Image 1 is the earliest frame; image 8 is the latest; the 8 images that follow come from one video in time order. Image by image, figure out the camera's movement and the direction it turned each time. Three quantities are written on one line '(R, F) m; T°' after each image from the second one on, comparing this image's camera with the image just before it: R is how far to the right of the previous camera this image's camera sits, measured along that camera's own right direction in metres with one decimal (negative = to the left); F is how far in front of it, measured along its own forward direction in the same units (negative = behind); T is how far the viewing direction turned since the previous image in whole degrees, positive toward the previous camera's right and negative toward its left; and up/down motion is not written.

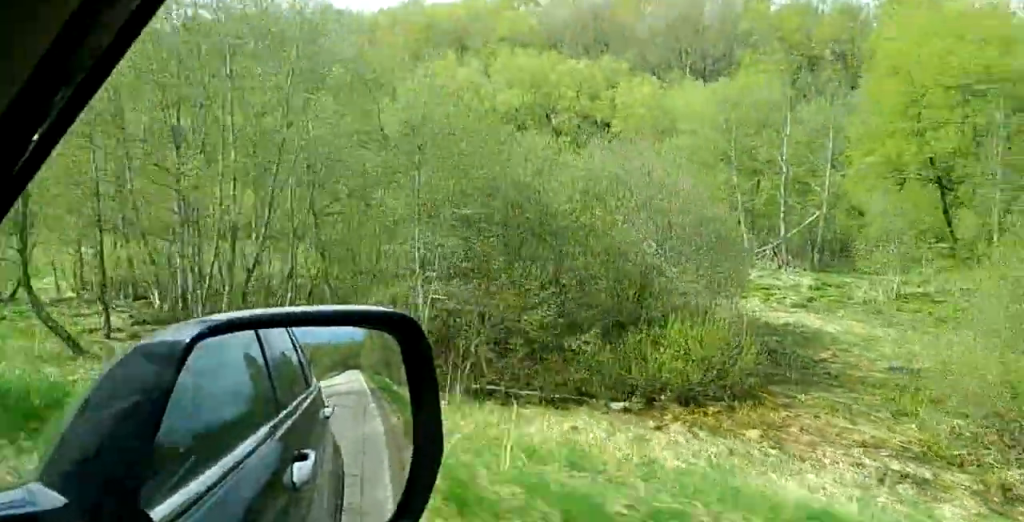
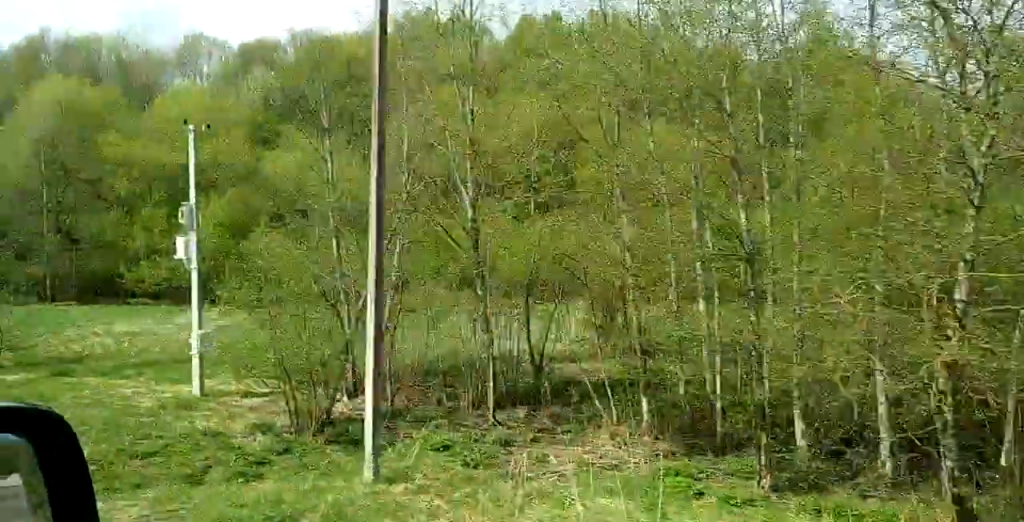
(+0.2, +25.7) m; +1°
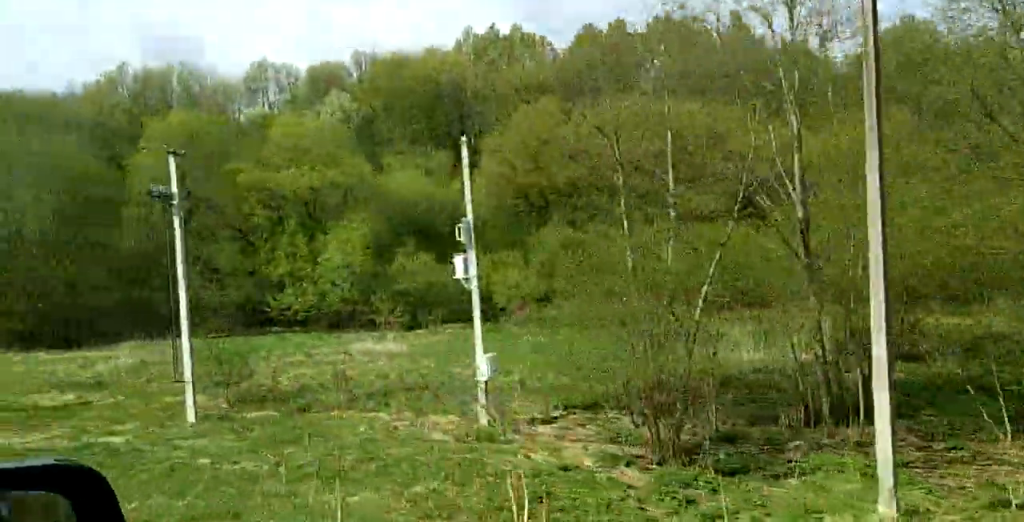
(-0.1, +8.3) m; 0°
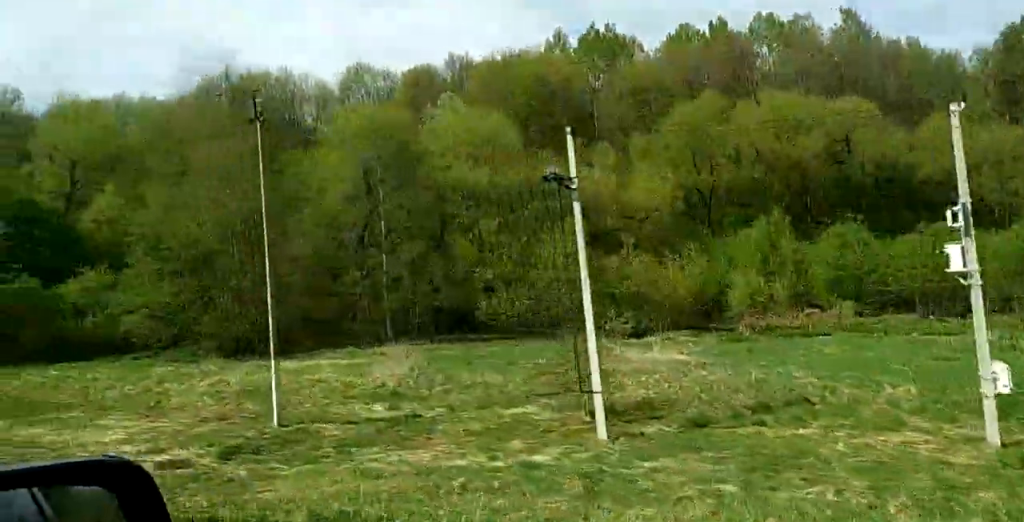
(+0.1, +12.2) m; 0°
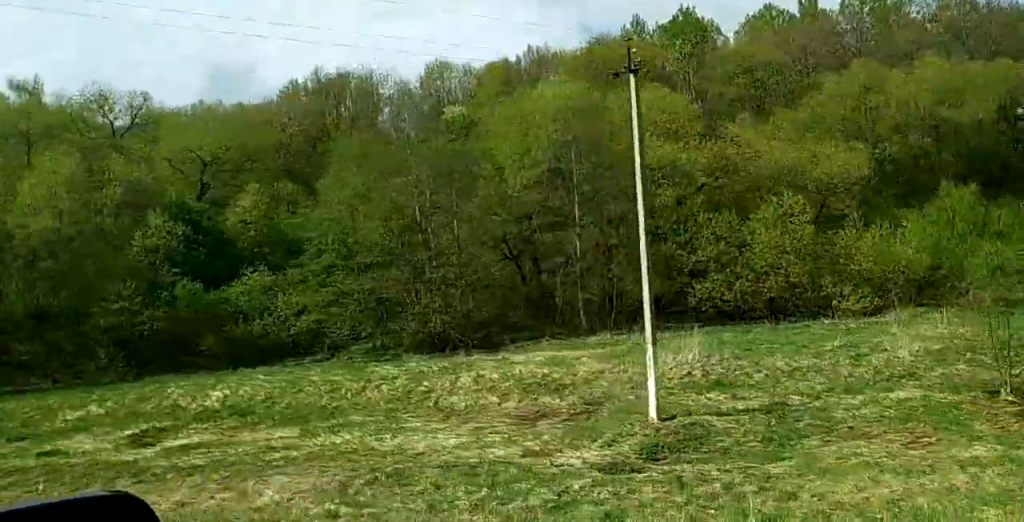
(+0.2, +11.3) m; 0°
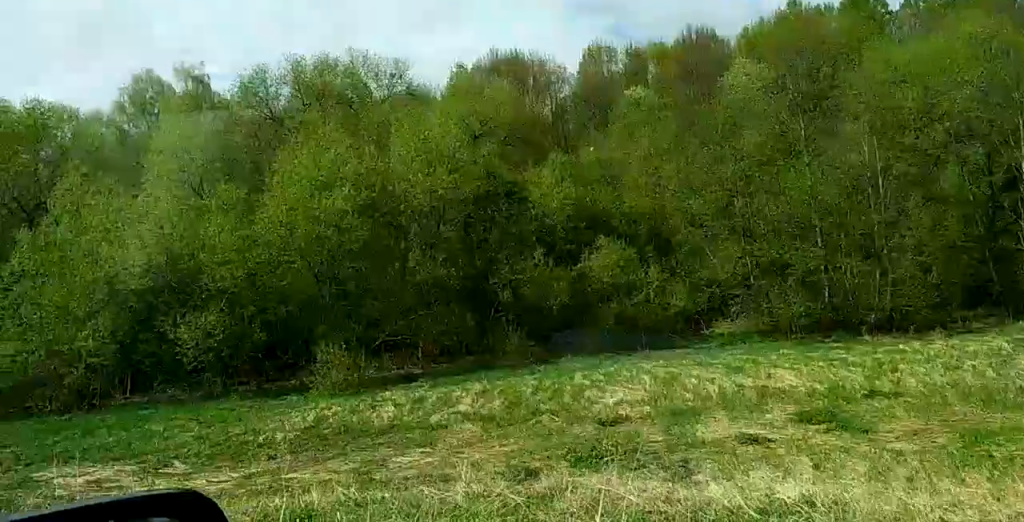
(-0.6, +19.9) m; -3°
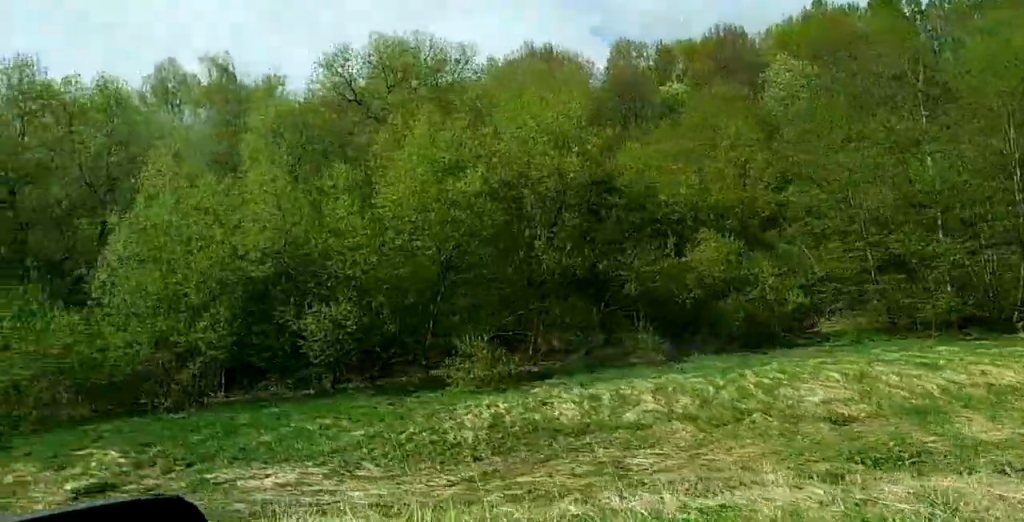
(-0.1, +6.3) m; 0°
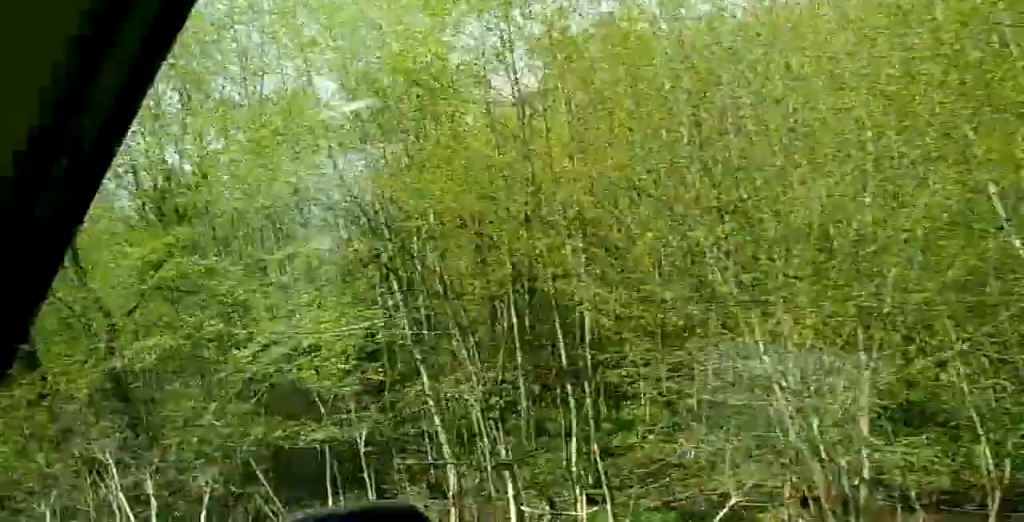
(+0.1, +35.4) m; +1°
